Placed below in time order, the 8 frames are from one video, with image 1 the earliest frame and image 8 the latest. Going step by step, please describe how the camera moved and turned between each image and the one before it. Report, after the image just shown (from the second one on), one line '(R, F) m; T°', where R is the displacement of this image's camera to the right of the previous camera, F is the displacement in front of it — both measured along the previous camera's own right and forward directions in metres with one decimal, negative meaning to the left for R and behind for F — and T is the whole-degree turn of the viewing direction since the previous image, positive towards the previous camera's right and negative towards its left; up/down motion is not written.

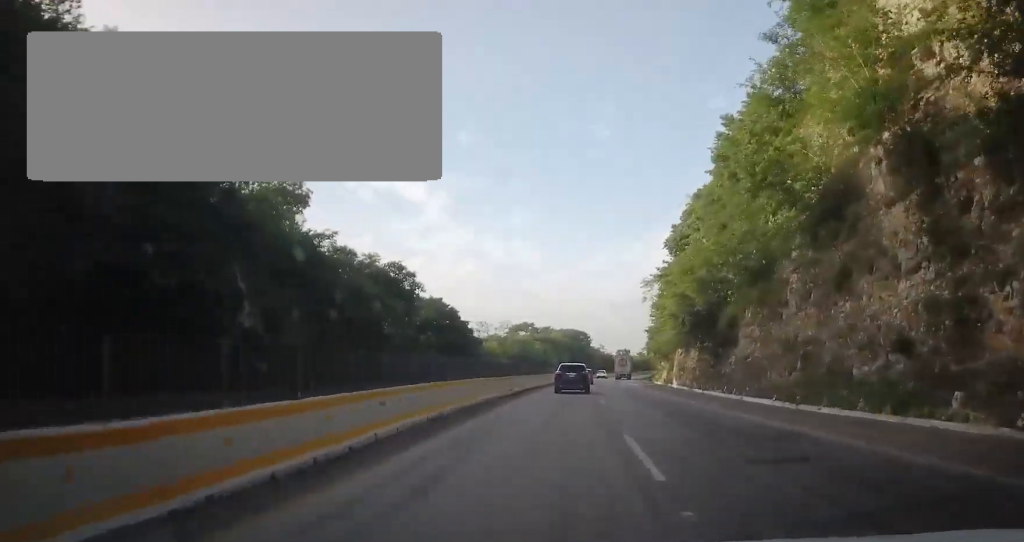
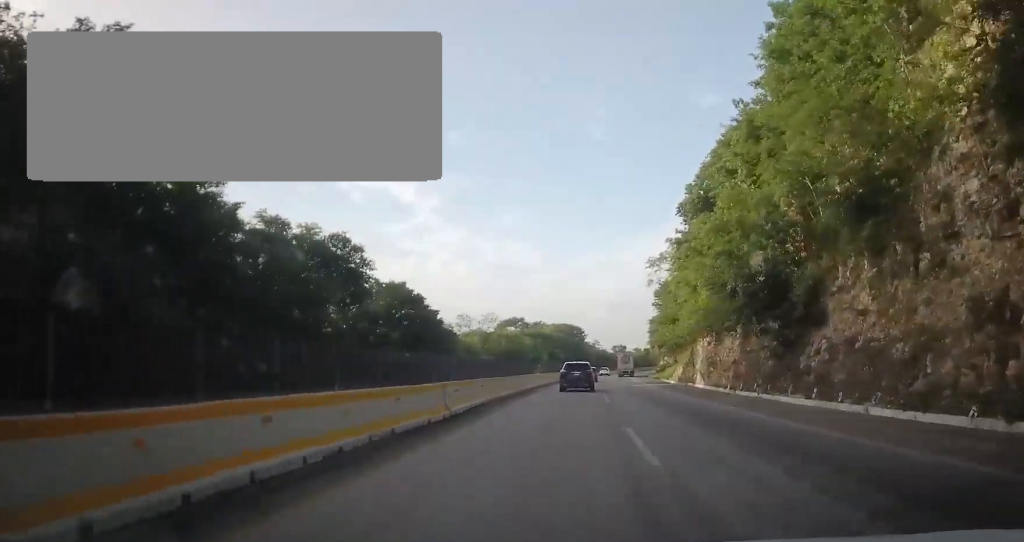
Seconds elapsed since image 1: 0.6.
(0.0, +14.3) m; 0°
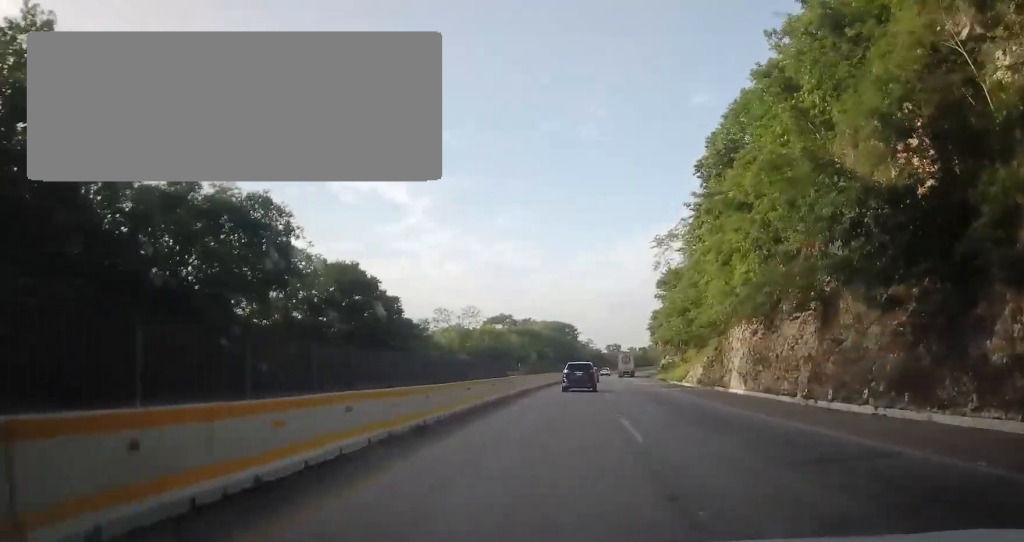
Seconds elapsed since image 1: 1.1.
(0.0, +12.7) m; 0°
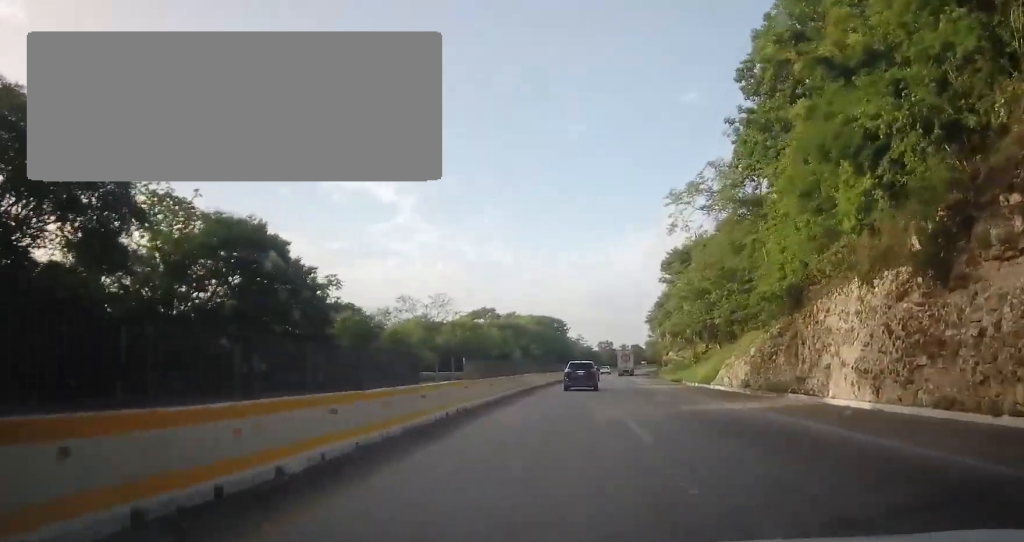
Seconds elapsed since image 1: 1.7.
(-0.1, +15.7) m; +1°
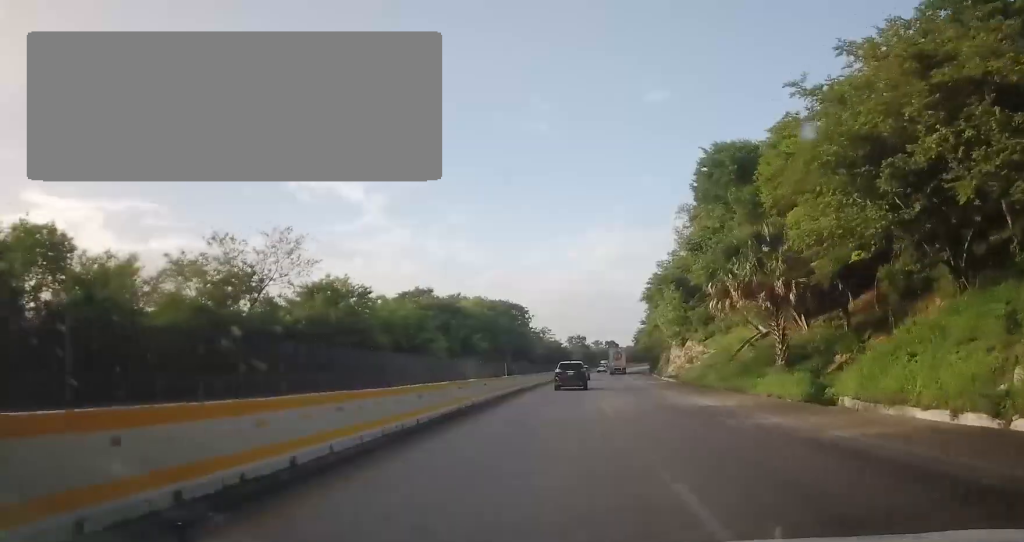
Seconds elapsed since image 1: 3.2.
(+0.8, +39.7) m; +3°
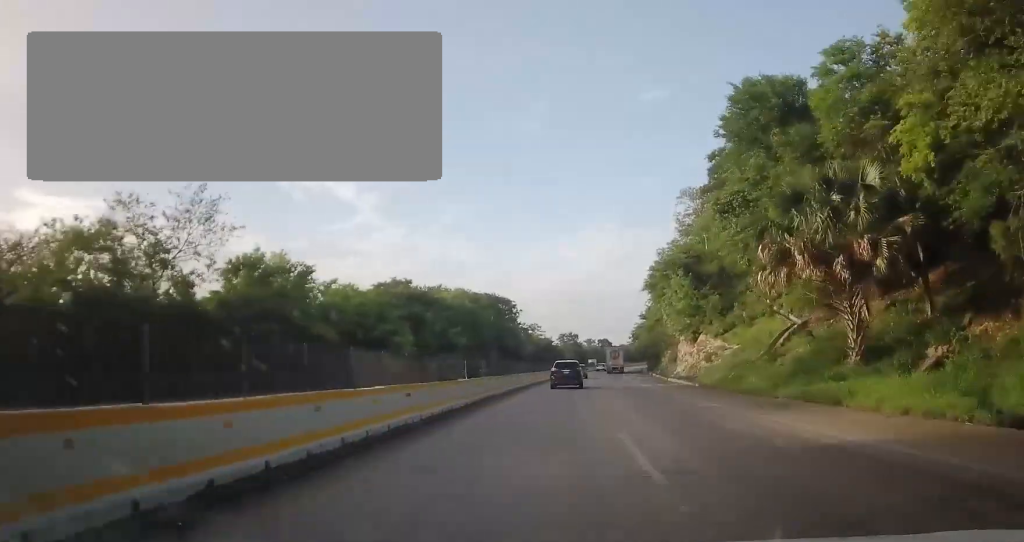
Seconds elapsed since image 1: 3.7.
(-0.3, +10.7) m; +1°
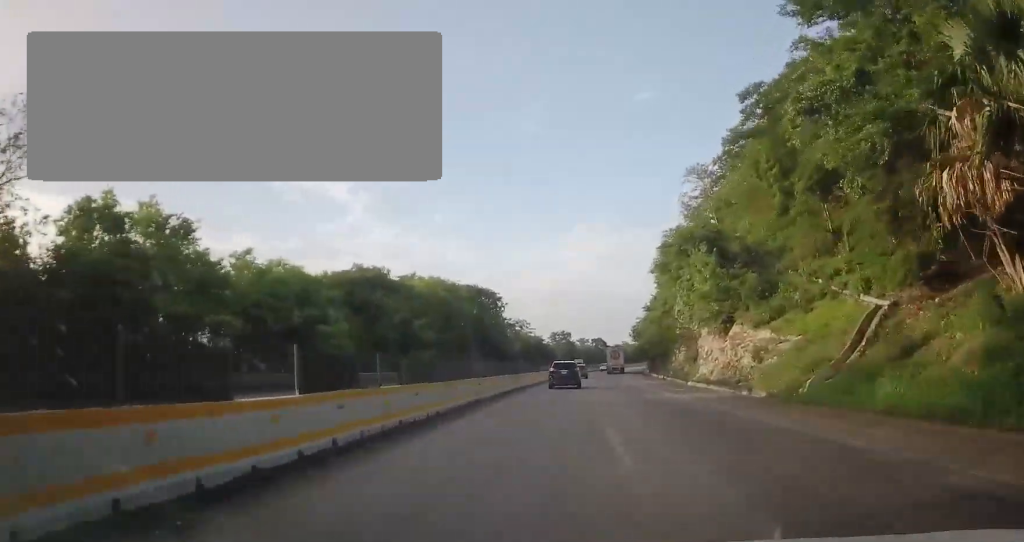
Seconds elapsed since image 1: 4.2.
(+0.6, +13.9) m; +1°
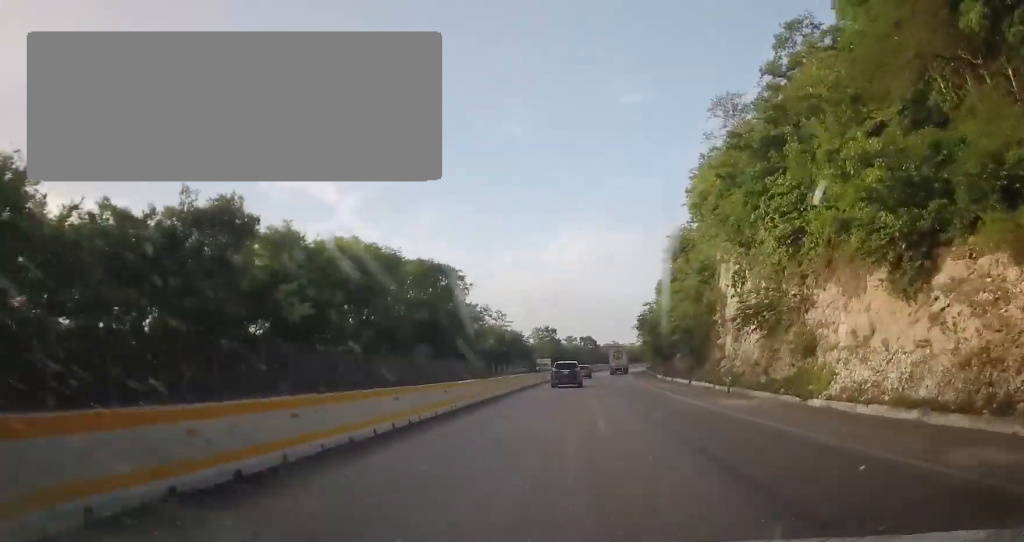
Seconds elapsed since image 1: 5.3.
(+0.6, +26.8) m; +2°
